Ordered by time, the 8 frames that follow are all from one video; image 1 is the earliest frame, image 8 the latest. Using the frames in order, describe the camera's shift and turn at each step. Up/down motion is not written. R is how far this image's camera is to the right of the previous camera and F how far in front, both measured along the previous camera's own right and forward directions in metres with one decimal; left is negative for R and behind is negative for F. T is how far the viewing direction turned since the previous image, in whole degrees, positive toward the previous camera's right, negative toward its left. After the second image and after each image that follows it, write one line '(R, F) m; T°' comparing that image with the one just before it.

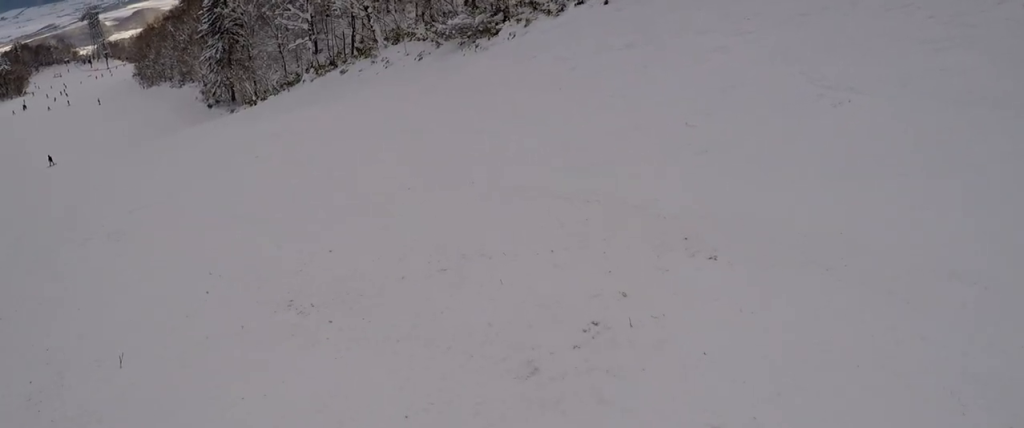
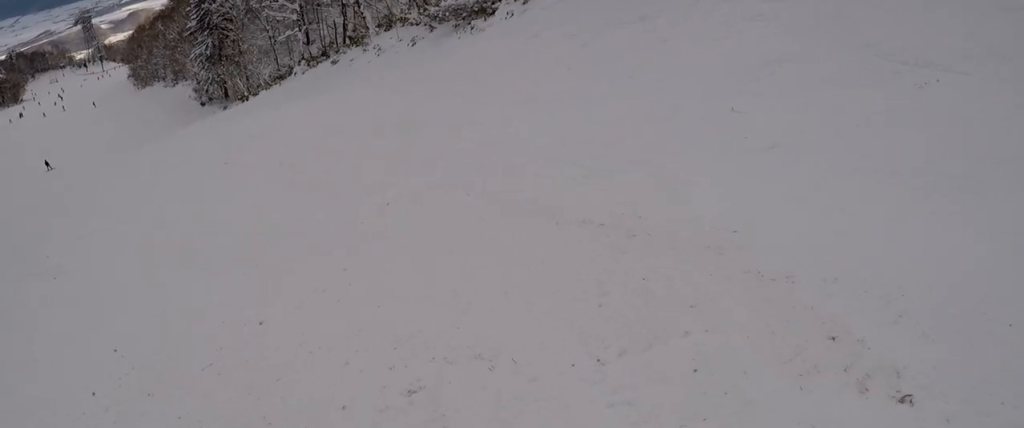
(+0.1, +2.5) m; -6°
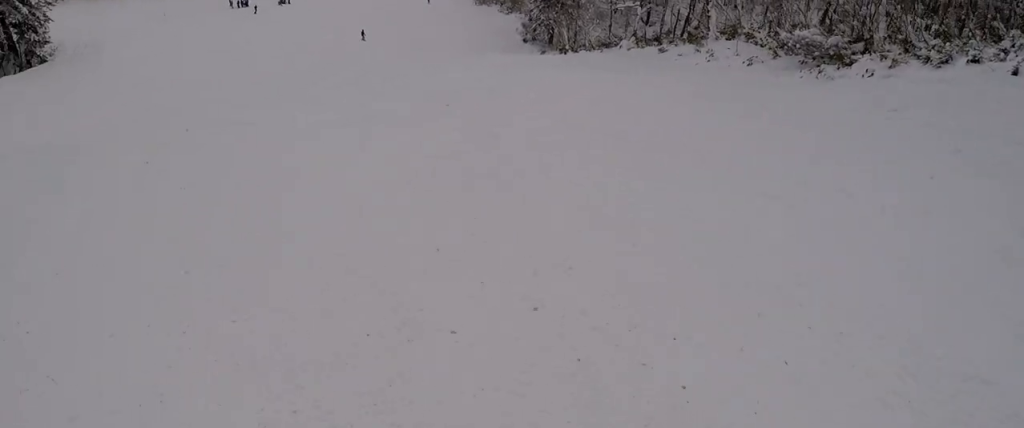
(-0.6, +4.3) m; -24°
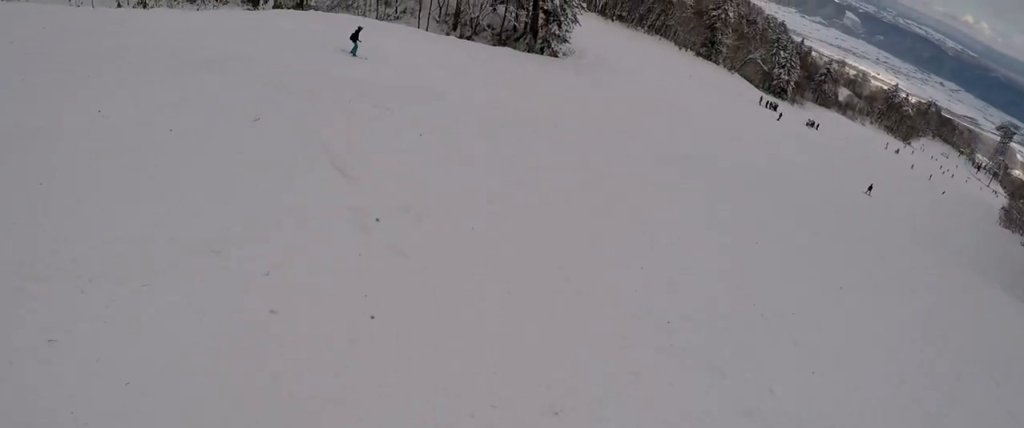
(-3.8, +5.8) m; -53°
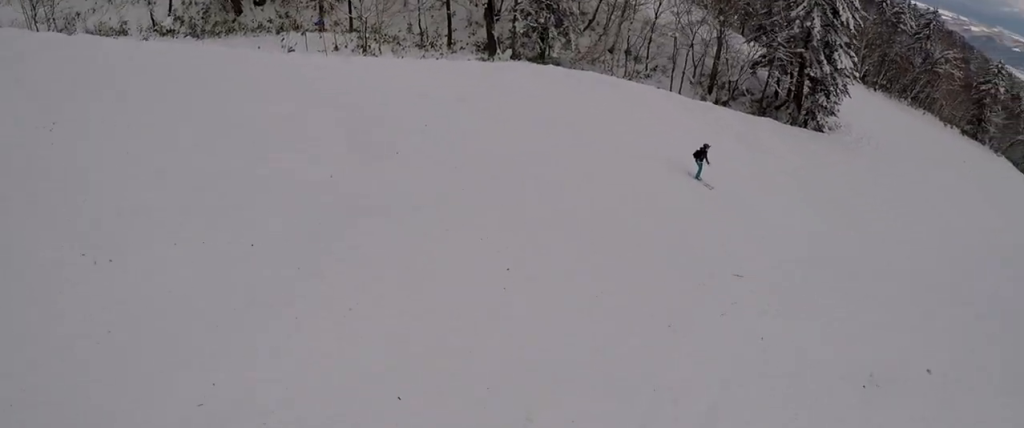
(-0.3, +6.5) m; +22°
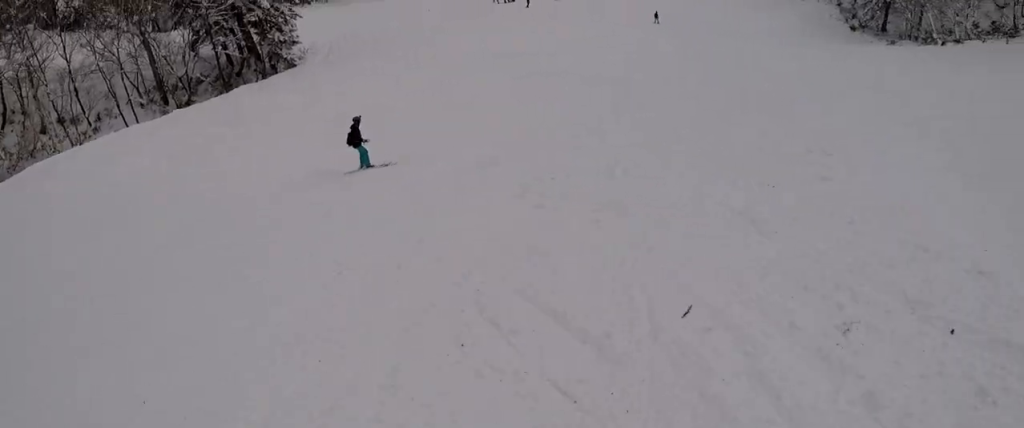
(+1.5, +5.3) m; +34°
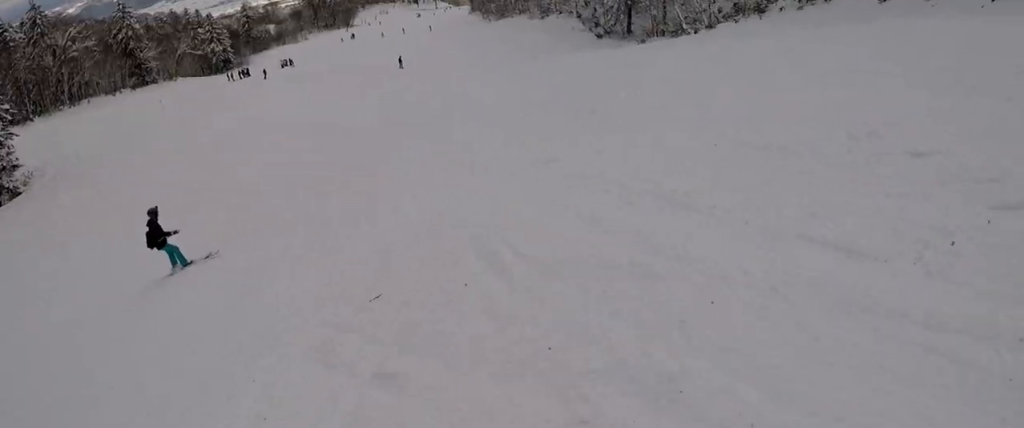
(+0.7, +3.0) m; +16°
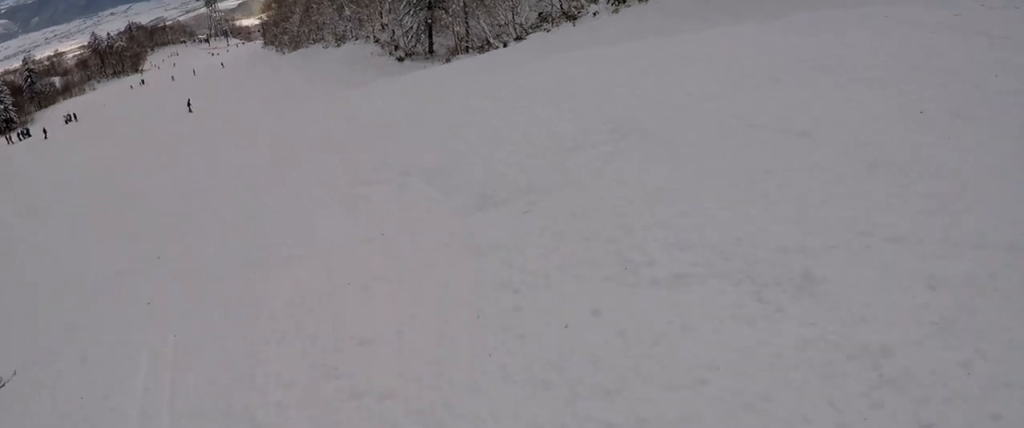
(+0.6, +3.5) m; +16°
